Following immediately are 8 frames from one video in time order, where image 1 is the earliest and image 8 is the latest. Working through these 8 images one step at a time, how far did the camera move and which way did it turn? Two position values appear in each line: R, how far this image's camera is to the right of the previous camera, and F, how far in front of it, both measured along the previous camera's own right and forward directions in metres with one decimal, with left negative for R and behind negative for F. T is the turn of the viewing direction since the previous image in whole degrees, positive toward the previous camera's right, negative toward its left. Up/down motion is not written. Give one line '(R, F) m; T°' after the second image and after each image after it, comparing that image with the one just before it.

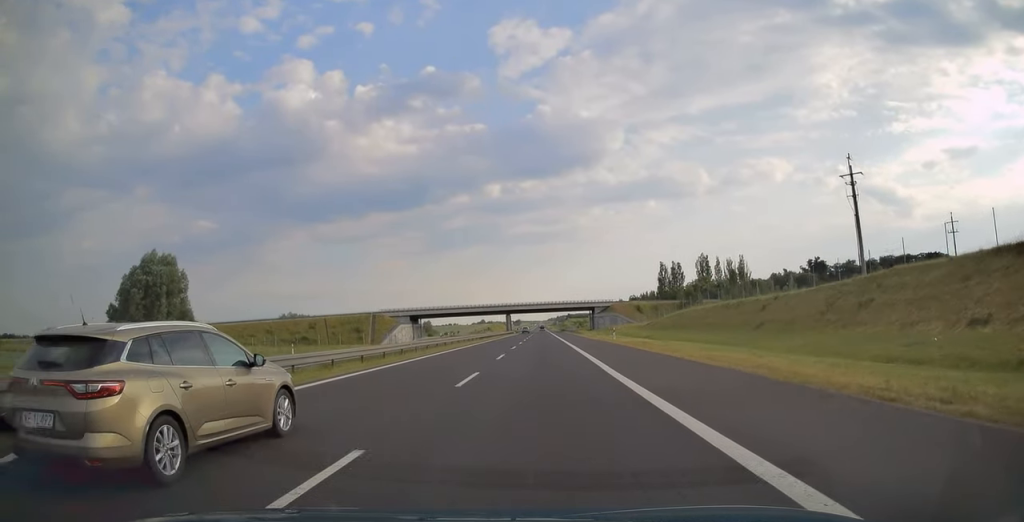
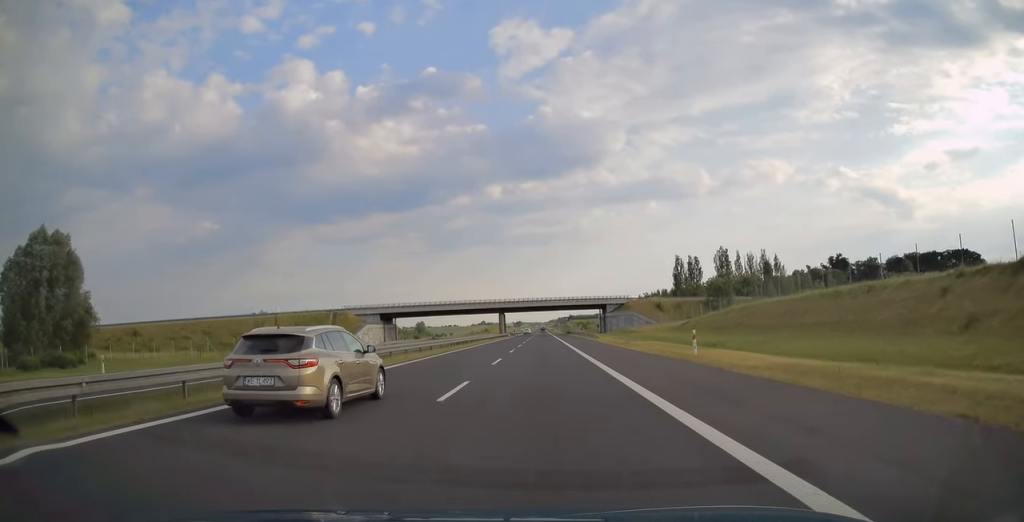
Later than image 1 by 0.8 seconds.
(0.0, +26.7) m; 0°
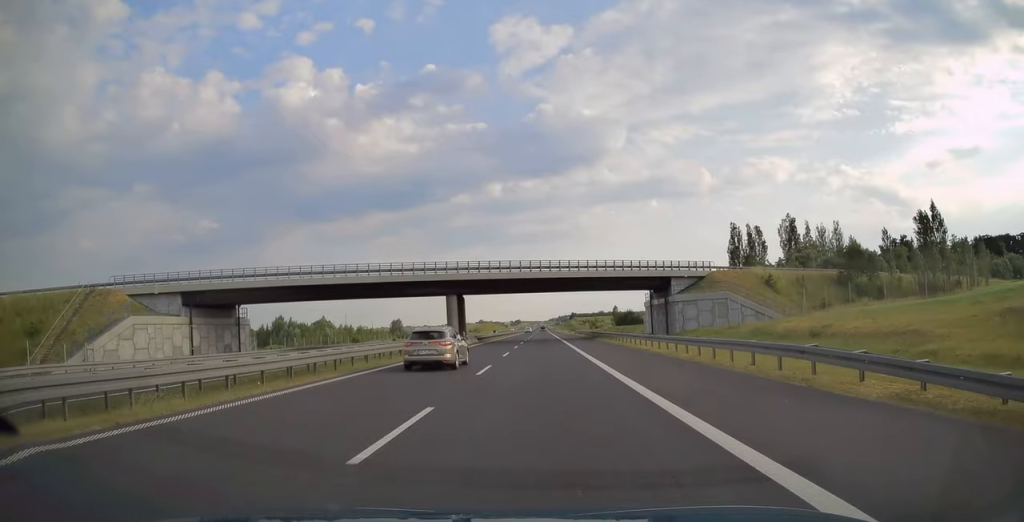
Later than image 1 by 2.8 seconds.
(-0.3, +66.1) m; 0°
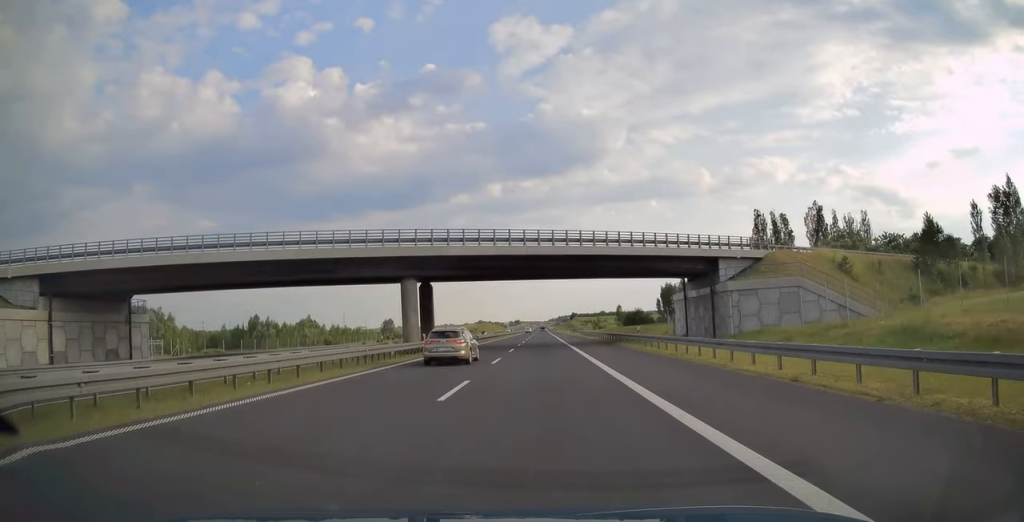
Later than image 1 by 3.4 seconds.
(-0.1, +18.1) m; 0°
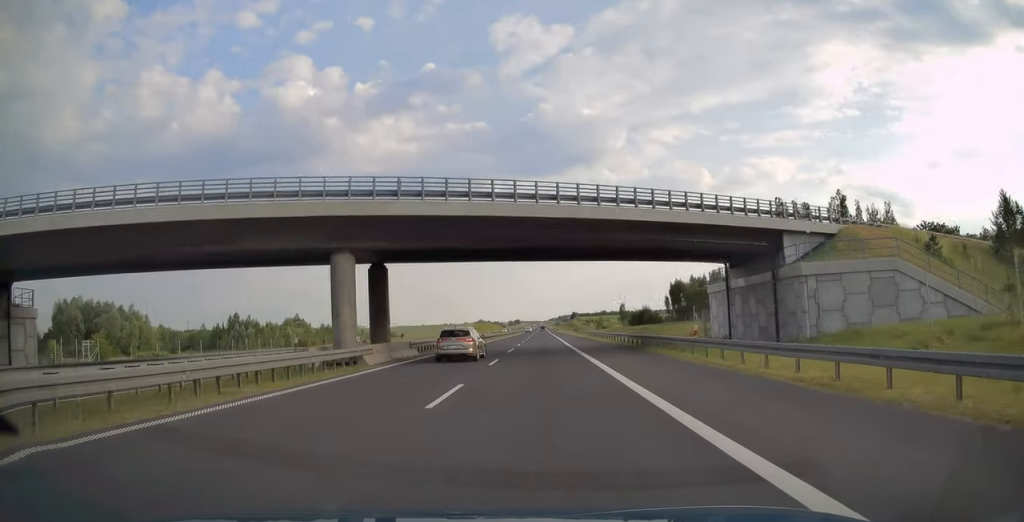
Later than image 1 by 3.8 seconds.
(+0.1, +13.1) m; 0°
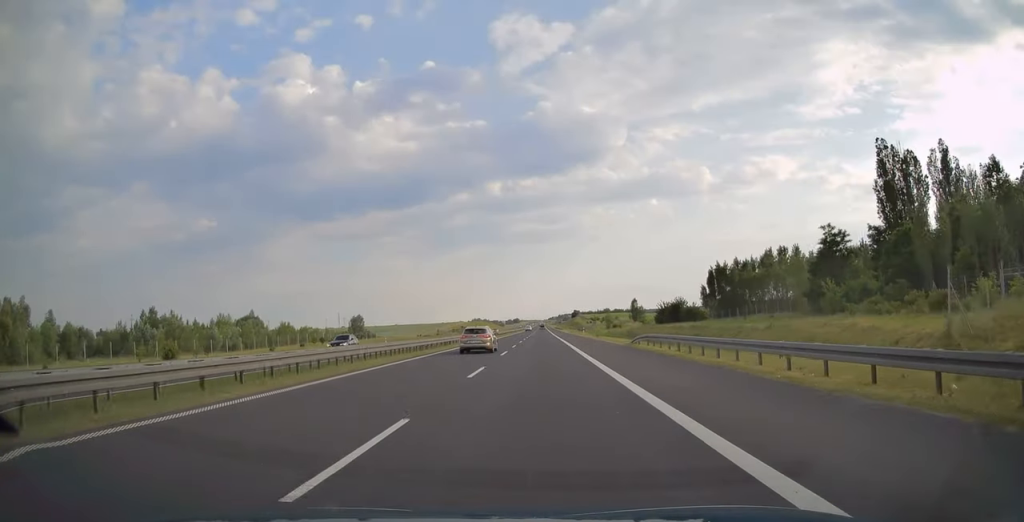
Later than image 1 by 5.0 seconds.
(+0.1, +41.5) m; 0°
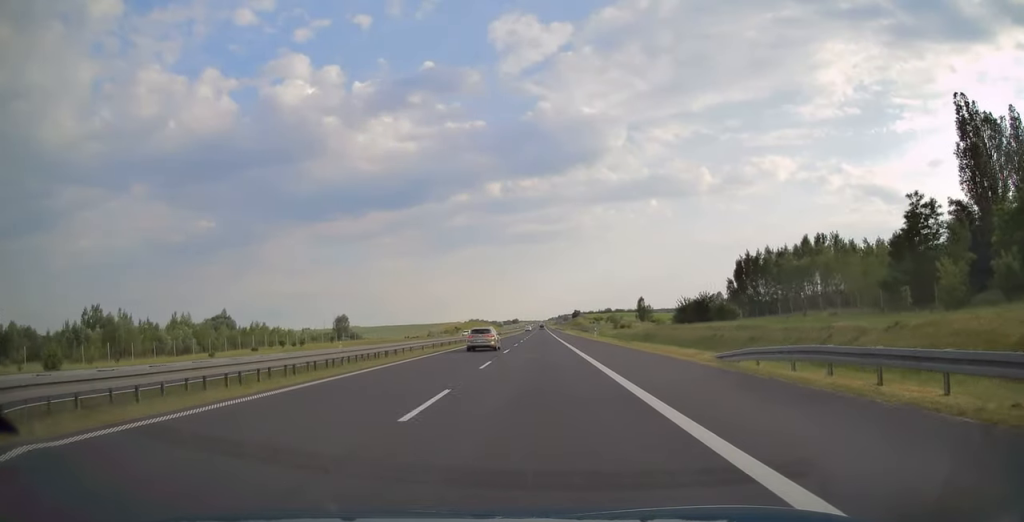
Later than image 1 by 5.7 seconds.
(-0.1, +20.2) m; 0°
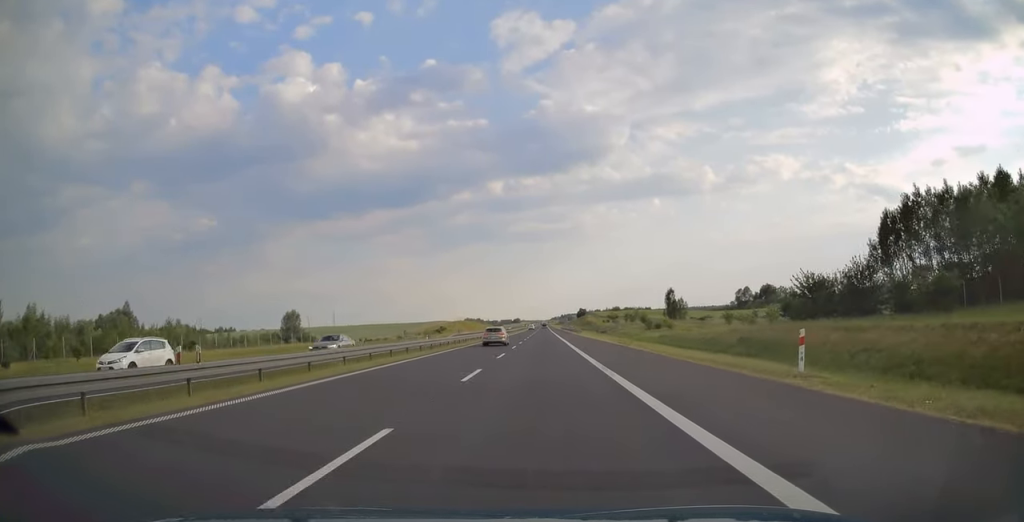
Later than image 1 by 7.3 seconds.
(+0.1, +53.6) m; 0°
